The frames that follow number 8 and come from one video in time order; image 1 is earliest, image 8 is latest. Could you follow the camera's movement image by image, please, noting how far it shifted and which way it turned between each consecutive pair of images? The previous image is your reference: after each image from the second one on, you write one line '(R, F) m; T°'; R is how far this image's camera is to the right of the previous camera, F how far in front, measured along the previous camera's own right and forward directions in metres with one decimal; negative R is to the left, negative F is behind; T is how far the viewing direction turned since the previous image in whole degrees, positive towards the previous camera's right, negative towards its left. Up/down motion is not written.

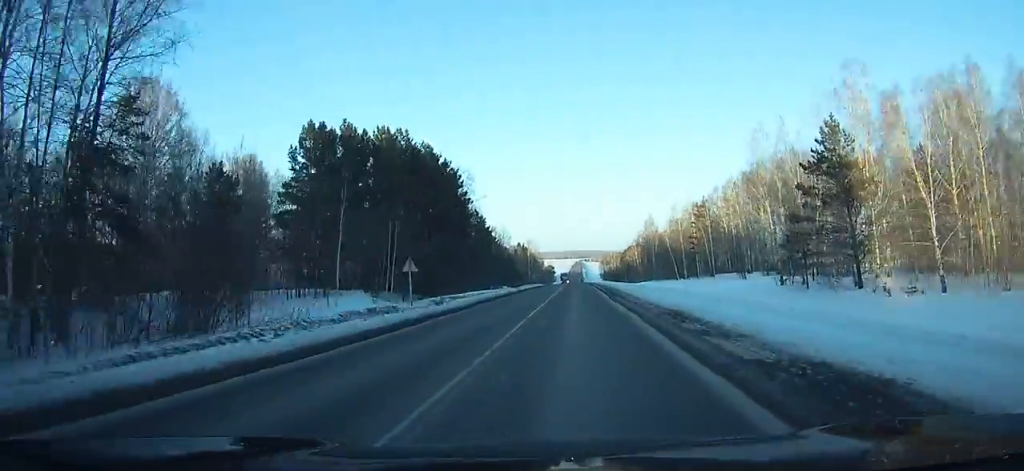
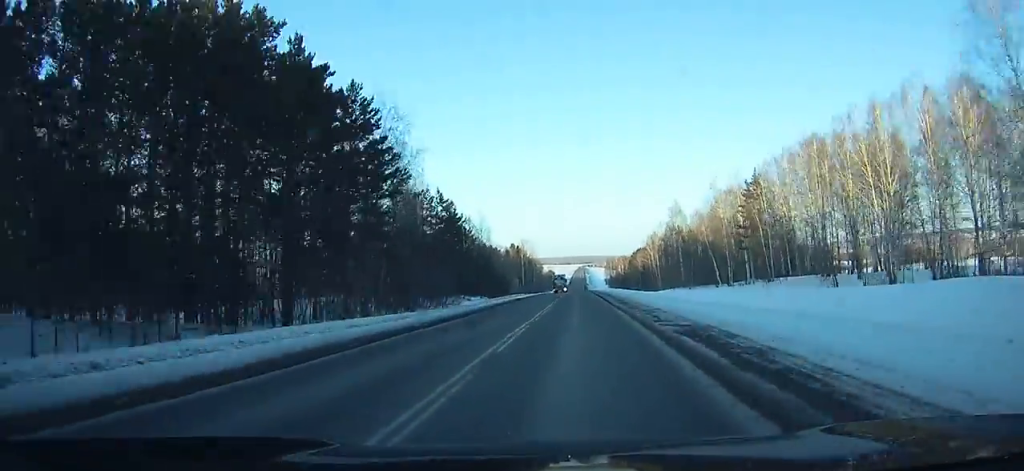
(0.0, +38.4) m; 0°
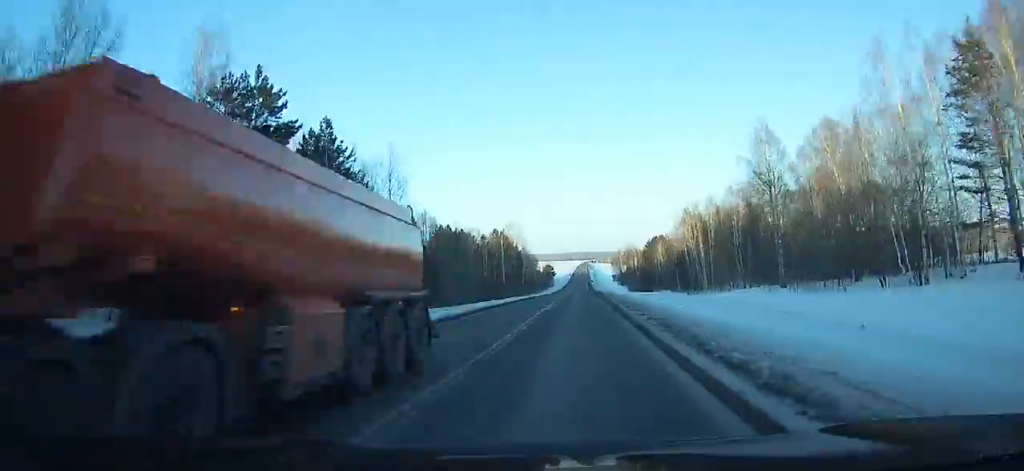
(-0.1, +60.2) m; 0°
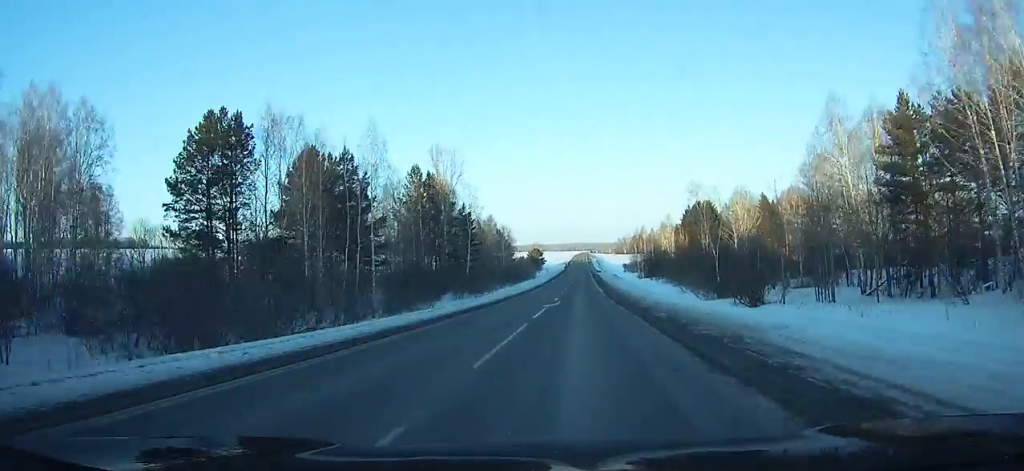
(-0.2, +95.5) m; 0°
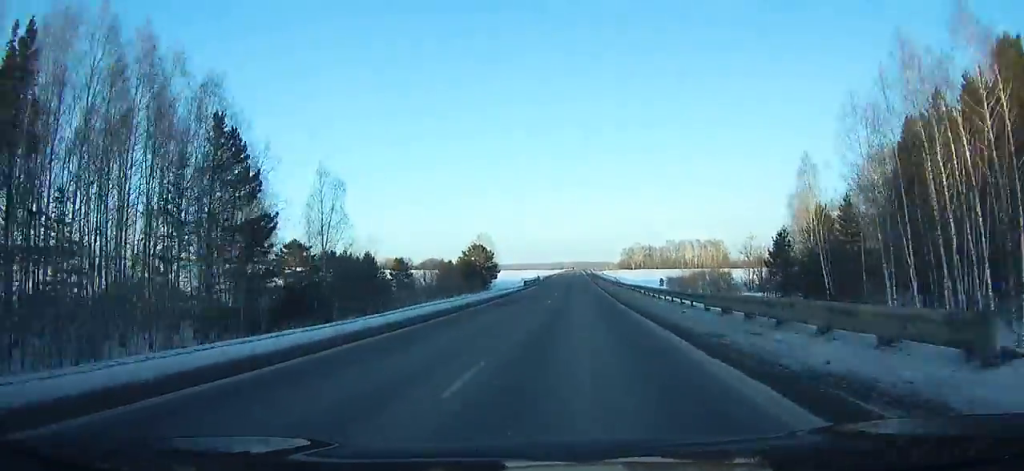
(+0.5, +139.2) m; +1°
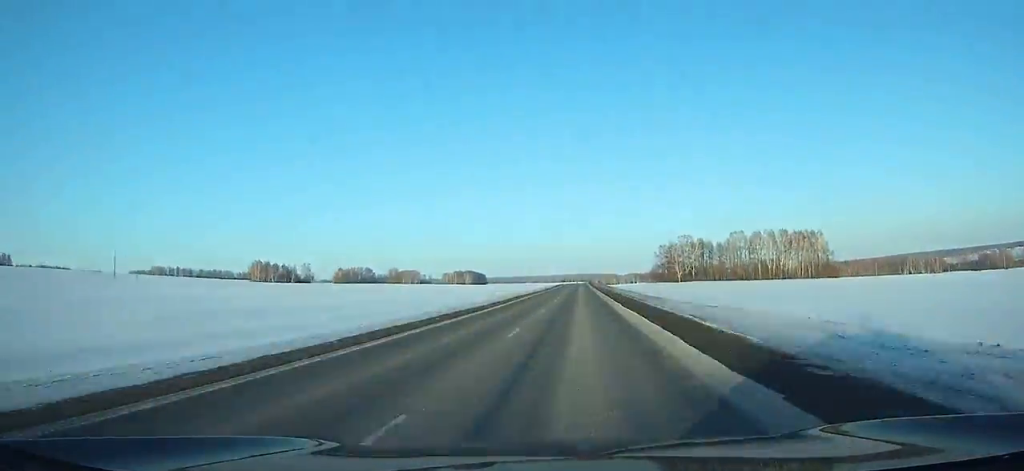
(+1.2, +186.8) m; 0°
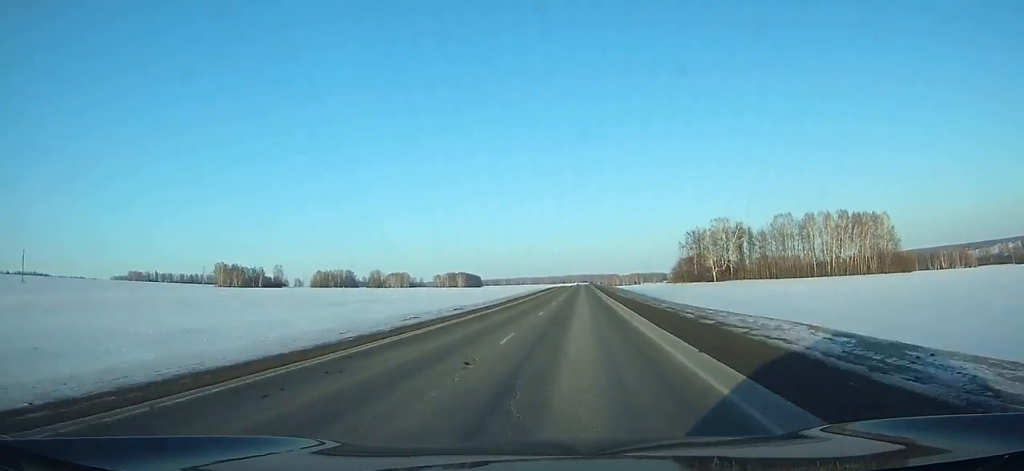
(-0.3, +61.5) m; 0°
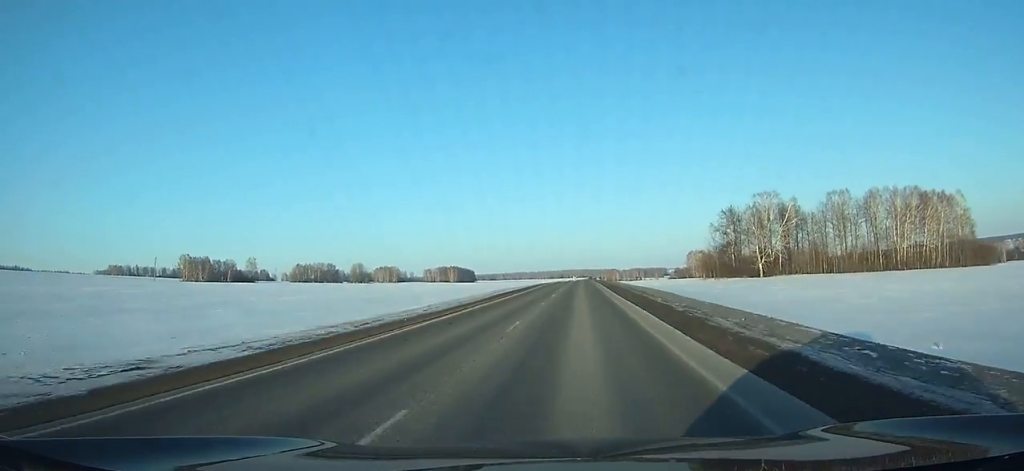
(+0.1, +47.8) m; 0°
